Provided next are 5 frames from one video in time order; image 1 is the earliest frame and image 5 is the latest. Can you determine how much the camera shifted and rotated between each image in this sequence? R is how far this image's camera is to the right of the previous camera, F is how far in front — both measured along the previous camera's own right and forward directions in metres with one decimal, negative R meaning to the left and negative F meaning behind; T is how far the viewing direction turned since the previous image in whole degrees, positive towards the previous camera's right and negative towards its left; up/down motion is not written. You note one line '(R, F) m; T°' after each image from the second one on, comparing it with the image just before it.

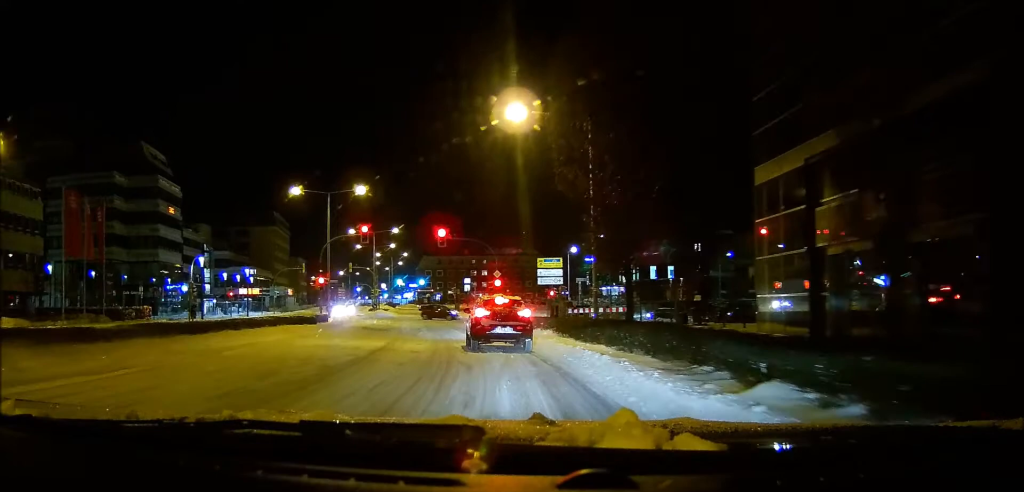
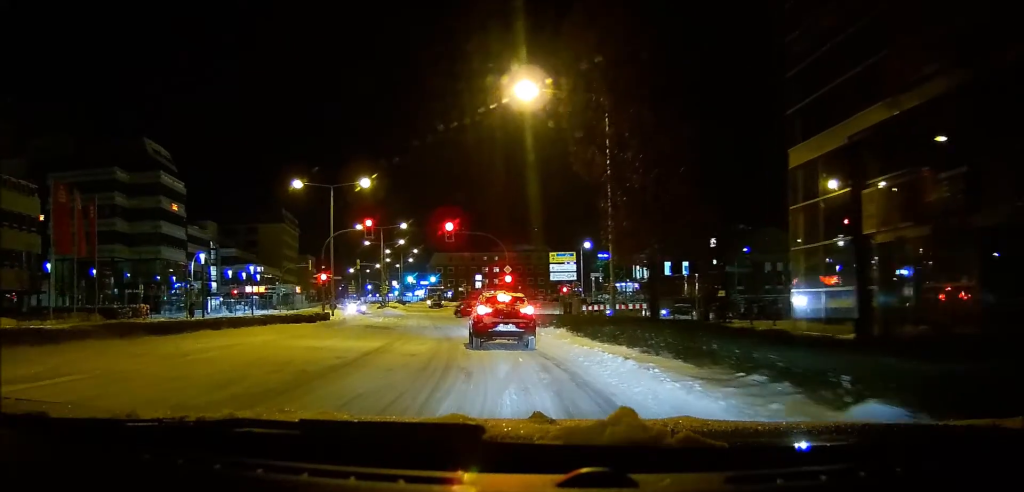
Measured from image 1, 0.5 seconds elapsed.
(0.0, +2.2) m; 0°
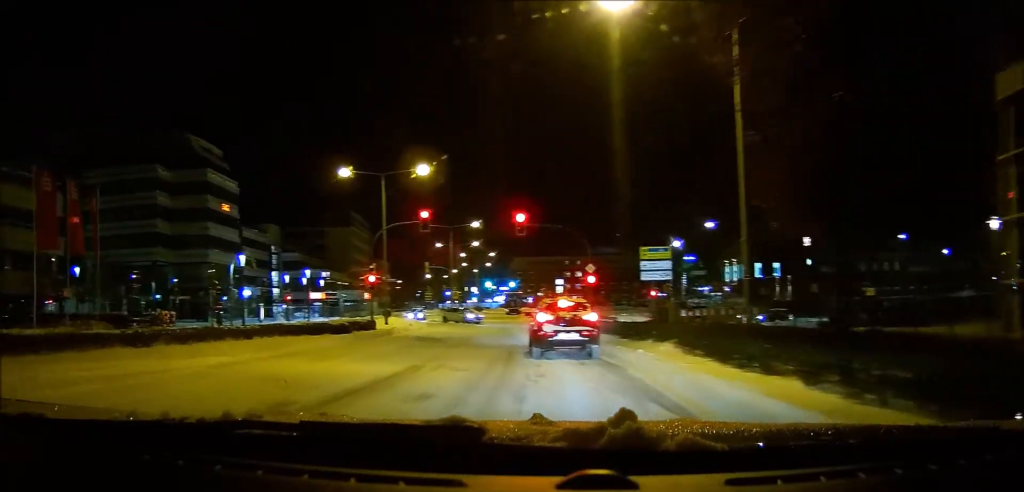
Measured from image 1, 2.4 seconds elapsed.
(+0.2, +7.4) m; +4°
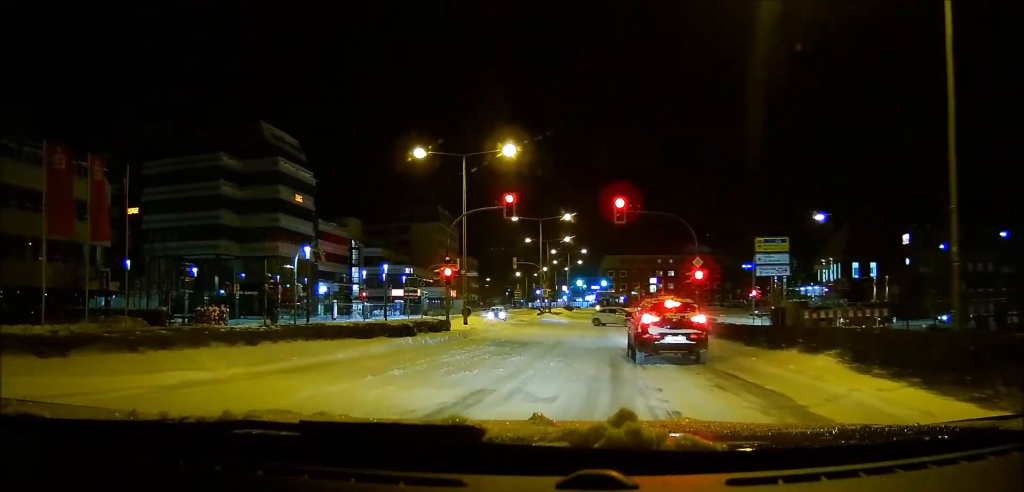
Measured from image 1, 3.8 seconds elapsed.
(0.0, +4.7) m; -1°
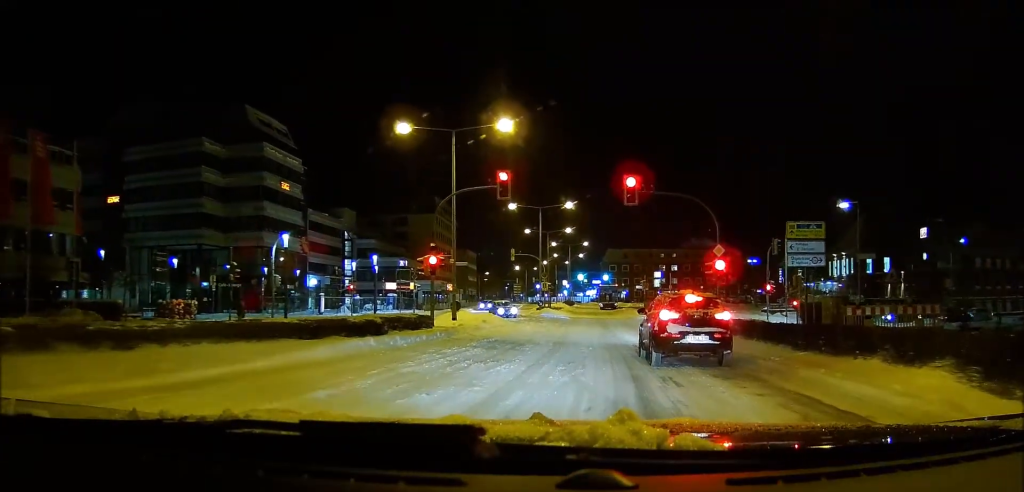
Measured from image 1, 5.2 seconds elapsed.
(0.0, +3.7) m; 0°
